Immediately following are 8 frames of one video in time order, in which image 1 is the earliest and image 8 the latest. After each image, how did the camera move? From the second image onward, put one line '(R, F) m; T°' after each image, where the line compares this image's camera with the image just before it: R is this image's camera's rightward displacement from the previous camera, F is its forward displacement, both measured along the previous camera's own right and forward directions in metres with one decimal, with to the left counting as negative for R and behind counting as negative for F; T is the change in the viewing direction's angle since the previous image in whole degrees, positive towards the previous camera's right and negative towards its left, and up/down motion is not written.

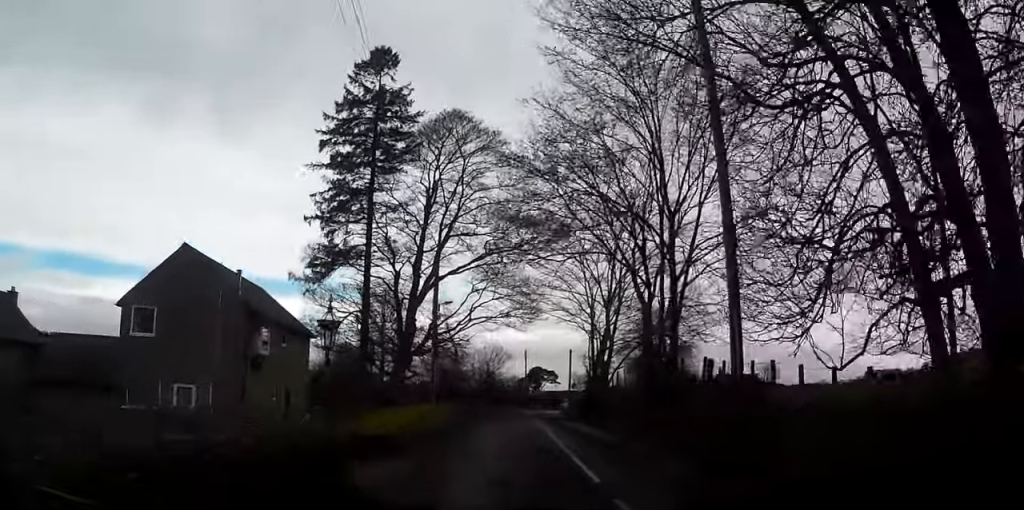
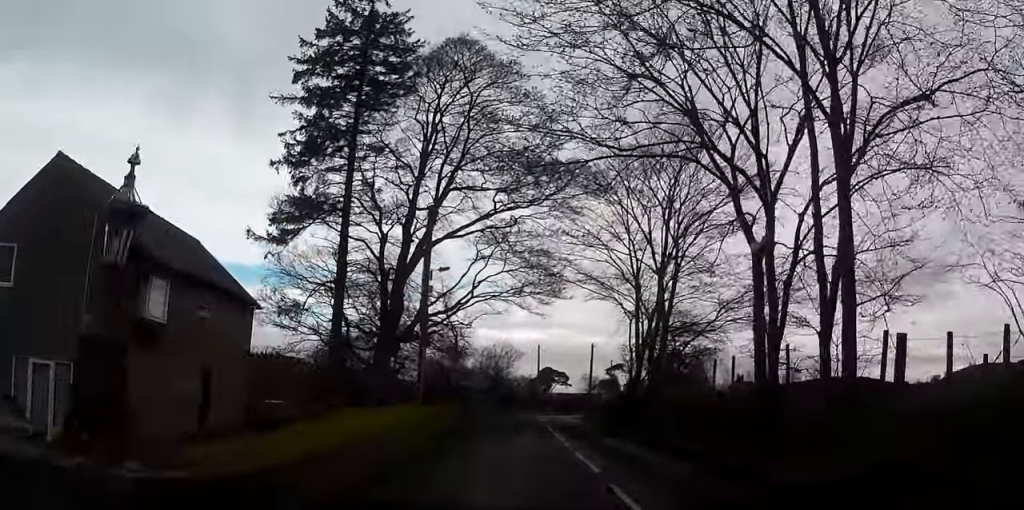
(0.0, +10.3) m; 0°
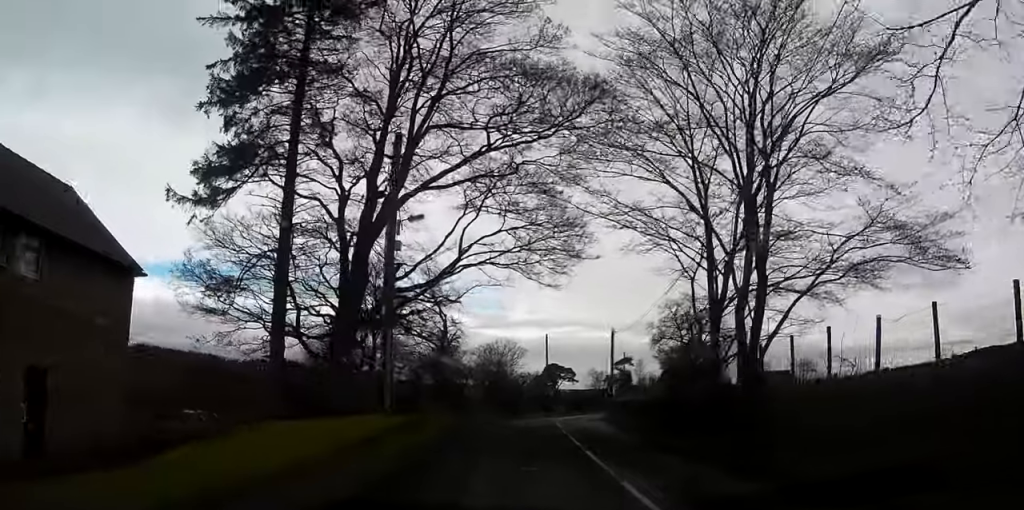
(0.0, +10.0) m; 0°
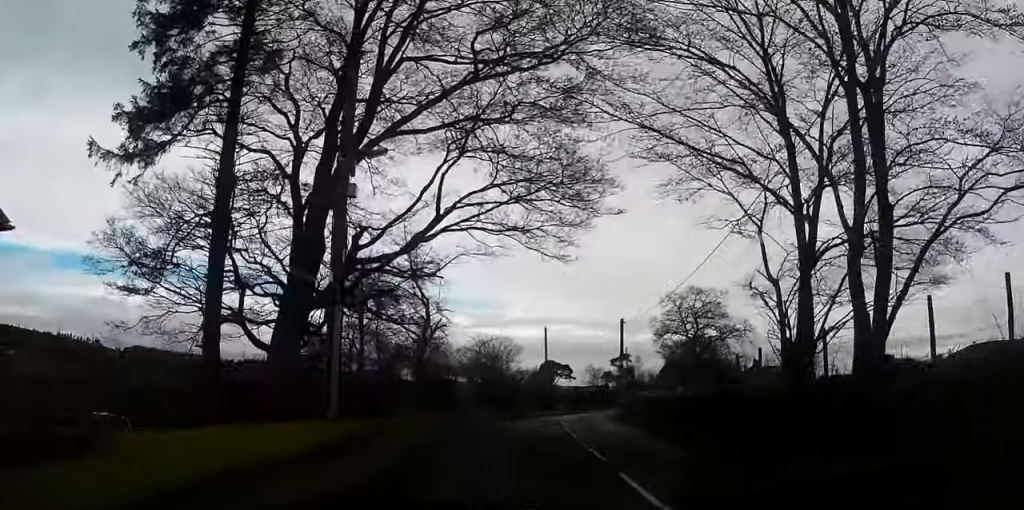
(0.0, +6.2) m; 0°
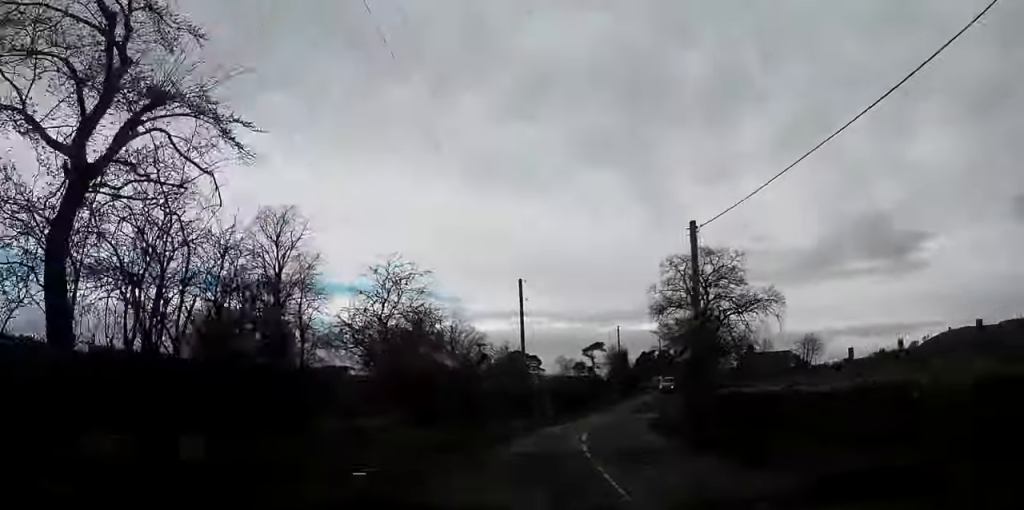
(+0.1, +24.3) m; +1°
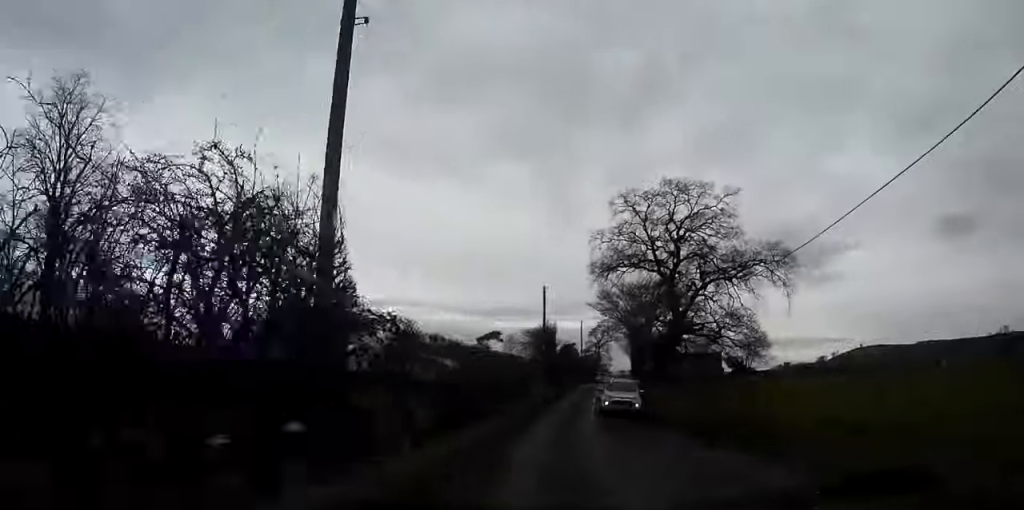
(+1.5, +28.8) m; +7°
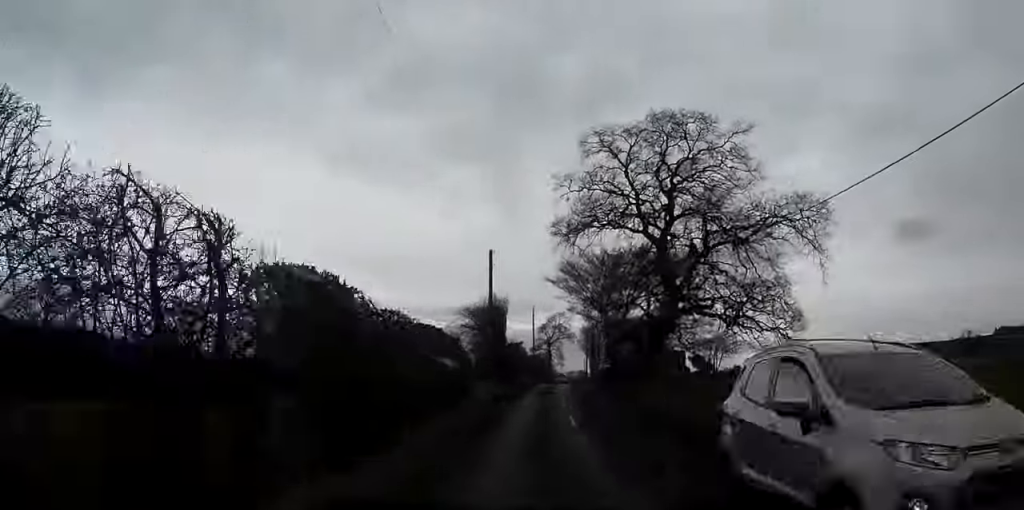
(+0.7, +15.4) m; +4°
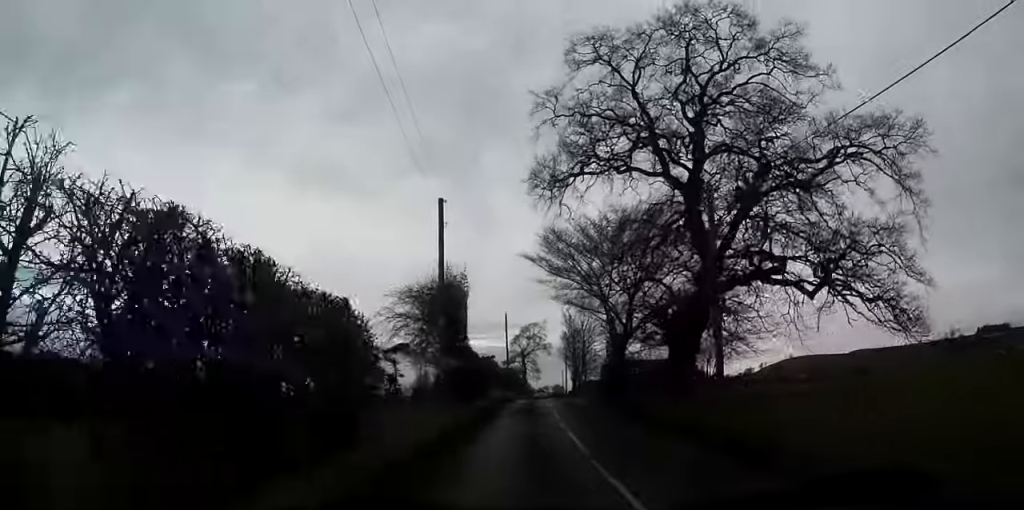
(+0.4, +14.0) m; +2°
